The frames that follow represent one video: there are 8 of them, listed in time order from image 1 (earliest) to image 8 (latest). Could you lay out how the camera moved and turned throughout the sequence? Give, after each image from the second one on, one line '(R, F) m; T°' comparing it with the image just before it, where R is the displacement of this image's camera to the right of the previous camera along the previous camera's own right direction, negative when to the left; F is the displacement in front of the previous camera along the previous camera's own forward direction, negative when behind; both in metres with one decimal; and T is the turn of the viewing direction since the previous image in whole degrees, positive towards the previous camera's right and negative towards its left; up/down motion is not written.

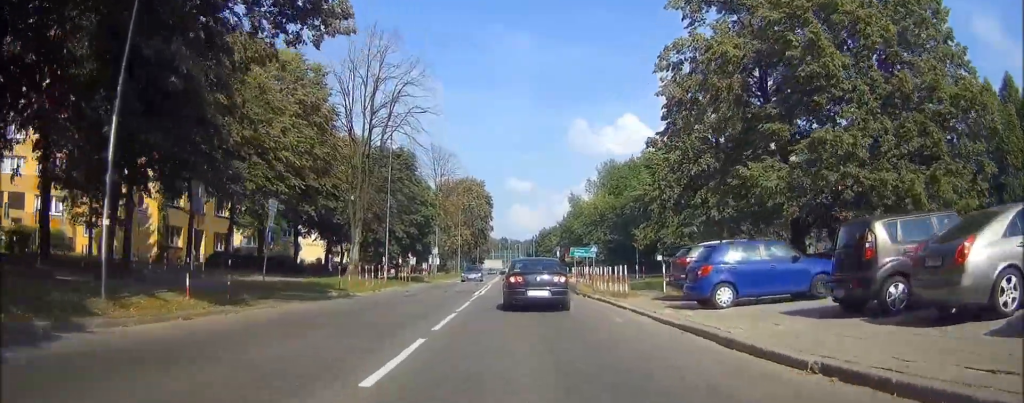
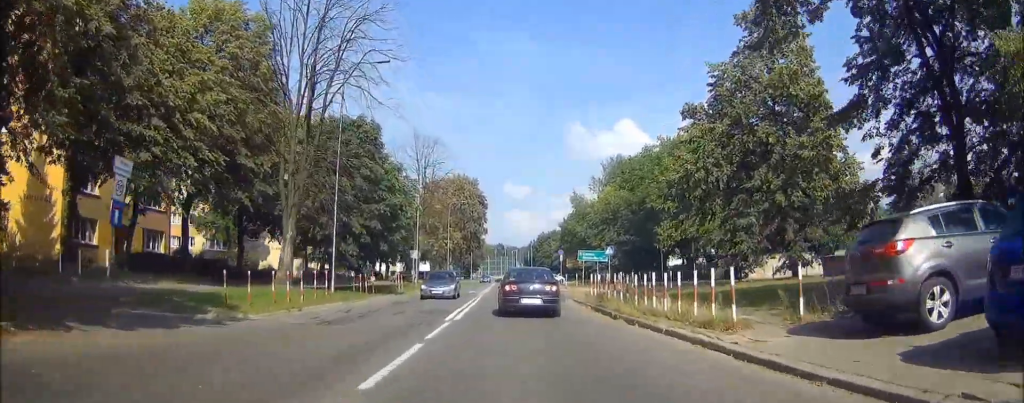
(0.0, +12.0) m; 0°
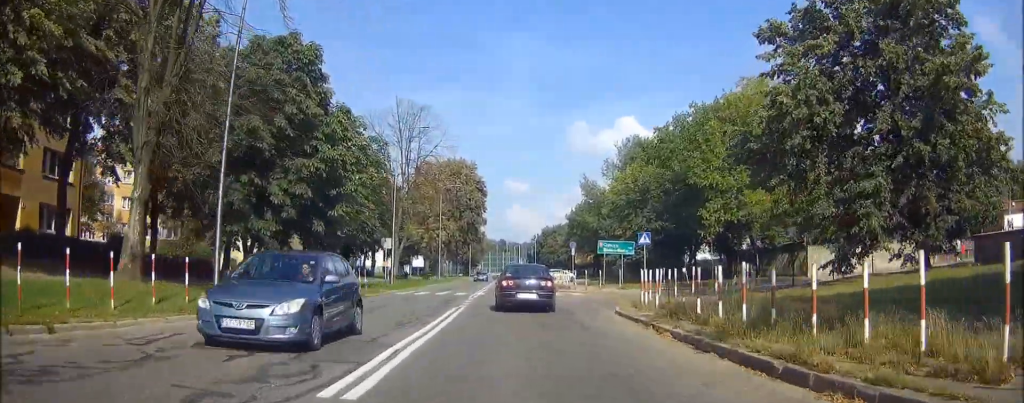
(0.0, +12.3) m; 0°
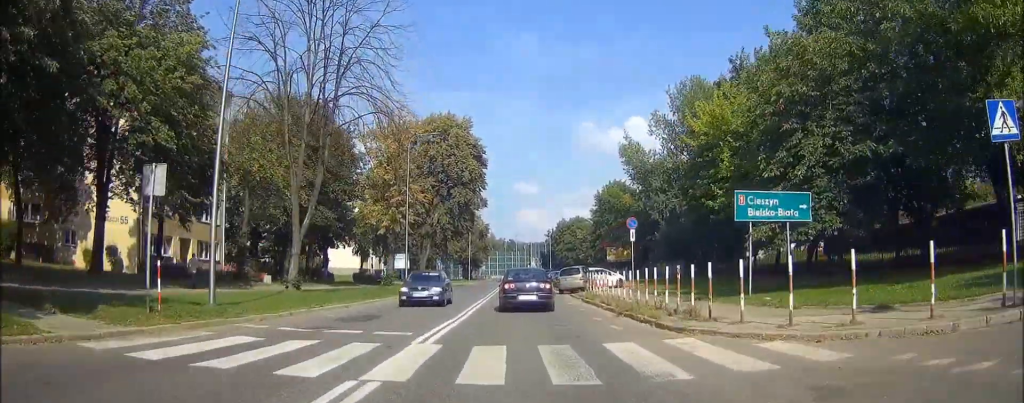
(0.0, +28.5) m; 0°
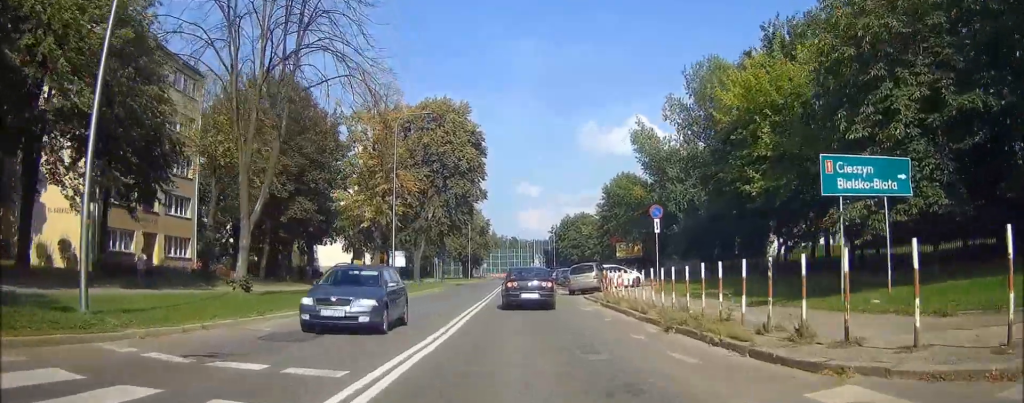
(0.0, +5.9) m; 0°
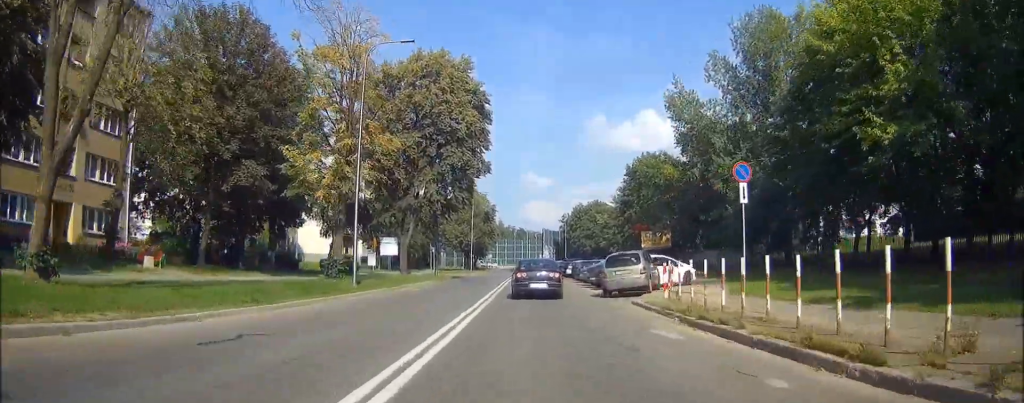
(0.0, +11.4) m; 0°
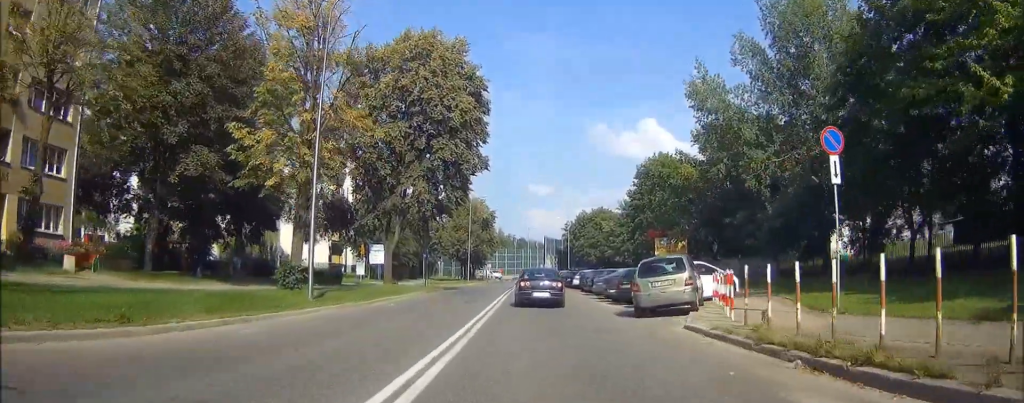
(0.0, +6.4) m; 0°
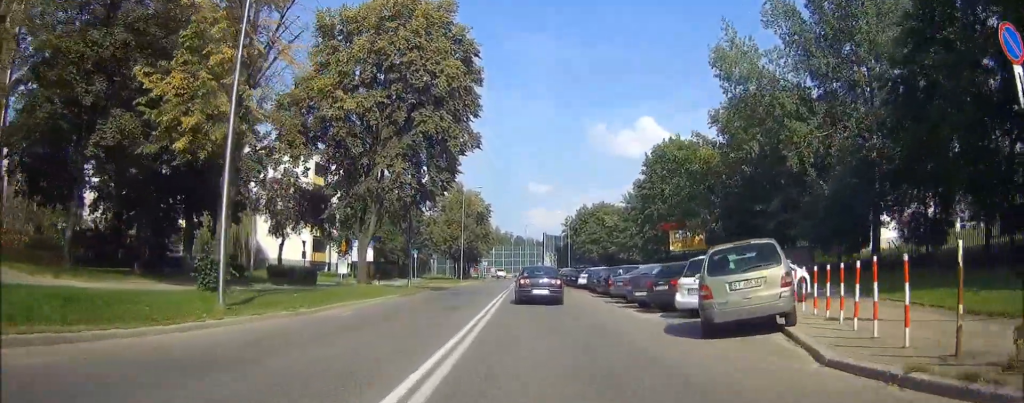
(0.0, +6.9) m; 0°
